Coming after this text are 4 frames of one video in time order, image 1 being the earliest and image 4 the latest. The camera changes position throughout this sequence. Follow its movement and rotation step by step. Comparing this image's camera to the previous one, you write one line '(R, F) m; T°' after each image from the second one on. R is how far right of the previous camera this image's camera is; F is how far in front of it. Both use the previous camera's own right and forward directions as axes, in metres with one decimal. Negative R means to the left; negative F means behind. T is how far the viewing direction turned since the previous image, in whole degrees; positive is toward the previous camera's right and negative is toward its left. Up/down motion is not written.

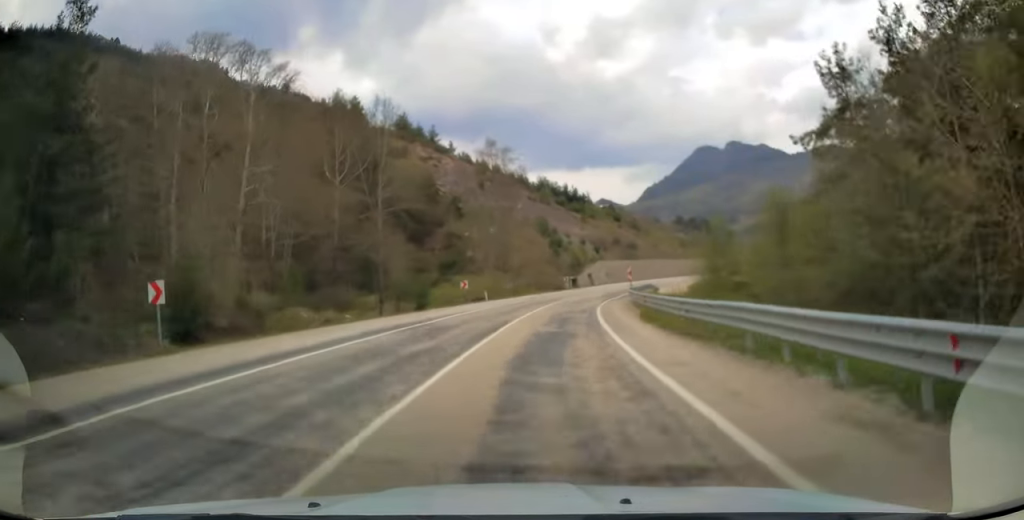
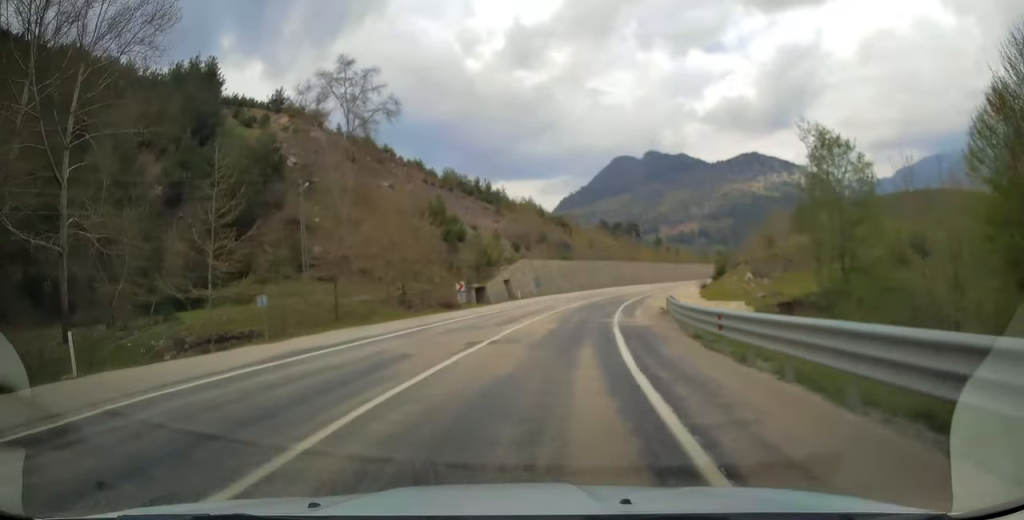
(+2.7, +41.4) m; +9°
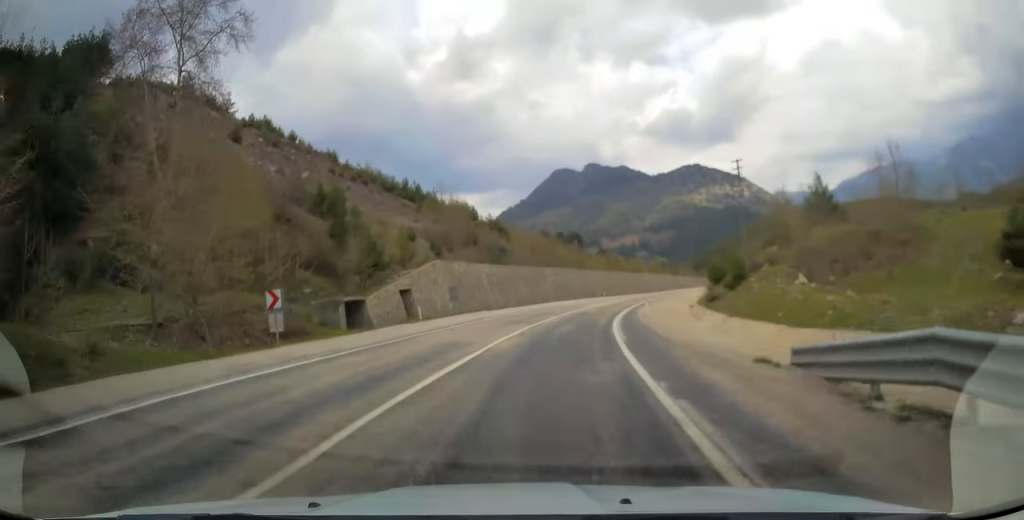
(+1.0, +22.2) m; +5°
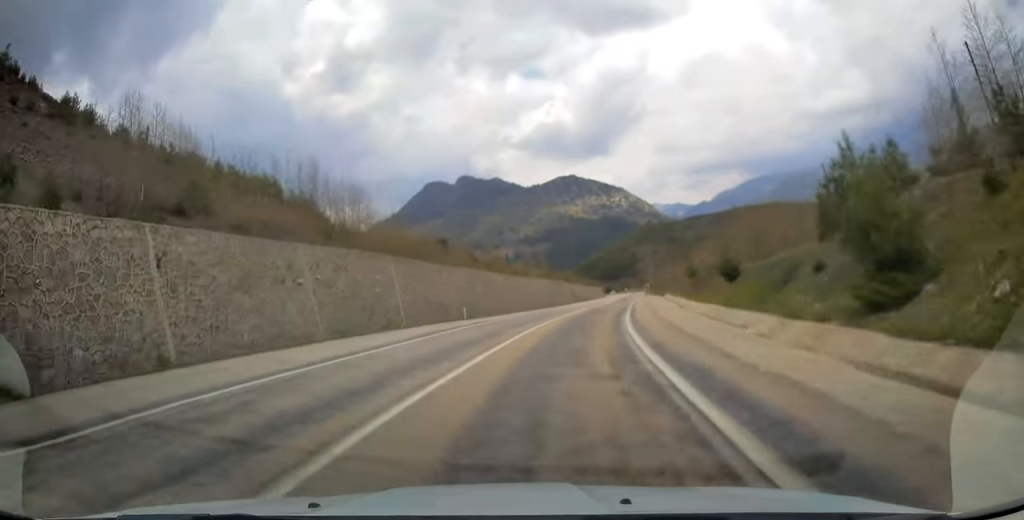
(+5.3, +49.4) m; +12°
